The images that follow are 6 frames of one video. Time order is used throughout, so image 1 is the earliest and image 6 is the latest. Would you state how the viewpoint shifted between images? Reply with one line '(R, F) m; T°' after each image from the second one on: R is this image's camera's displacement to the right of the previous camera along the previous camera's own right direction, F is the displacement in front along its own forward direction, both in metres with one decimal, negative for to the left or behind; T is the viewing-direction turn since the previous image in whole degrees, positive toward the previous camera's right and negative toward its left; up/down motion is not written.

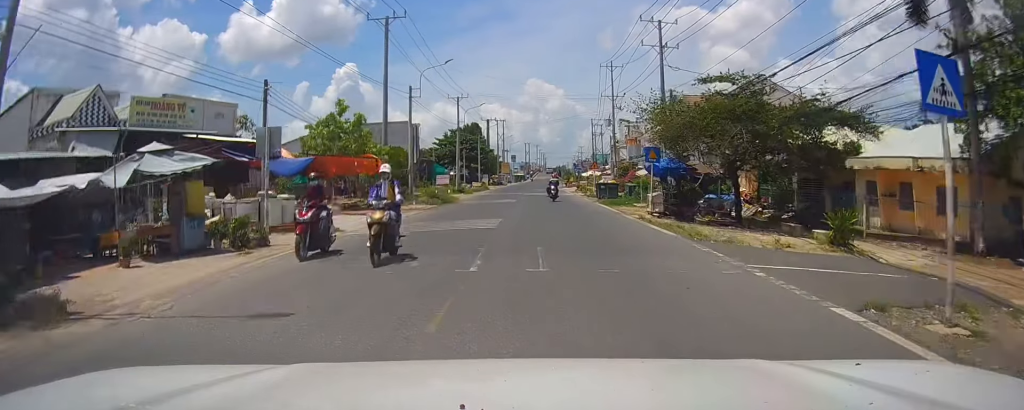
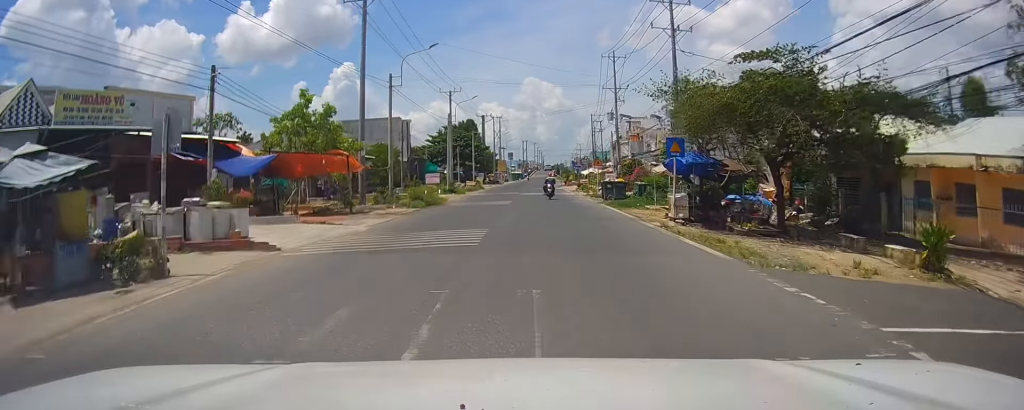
(-0.2, +5.2) m; 0°
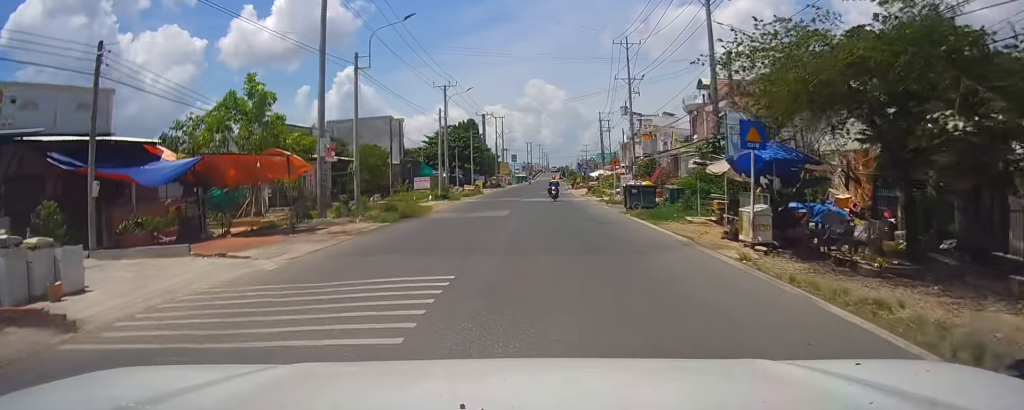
(-0.3, +7.8) m; 0°
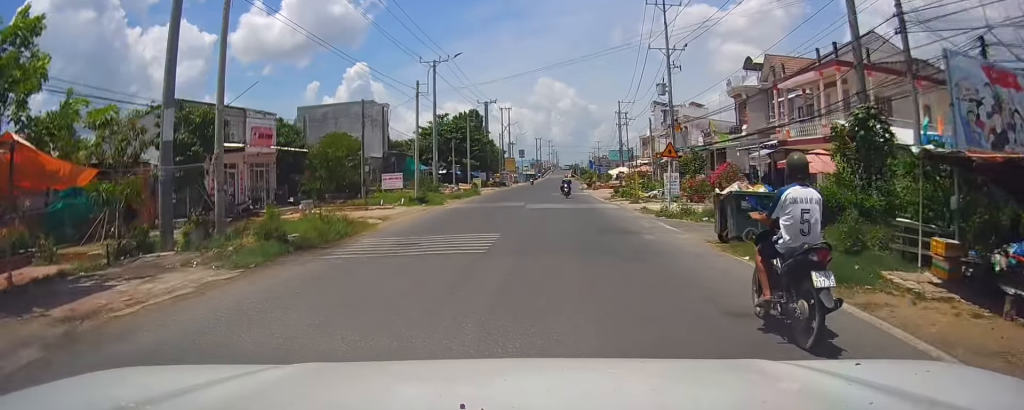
(+0.6, +13.4) m; +3°
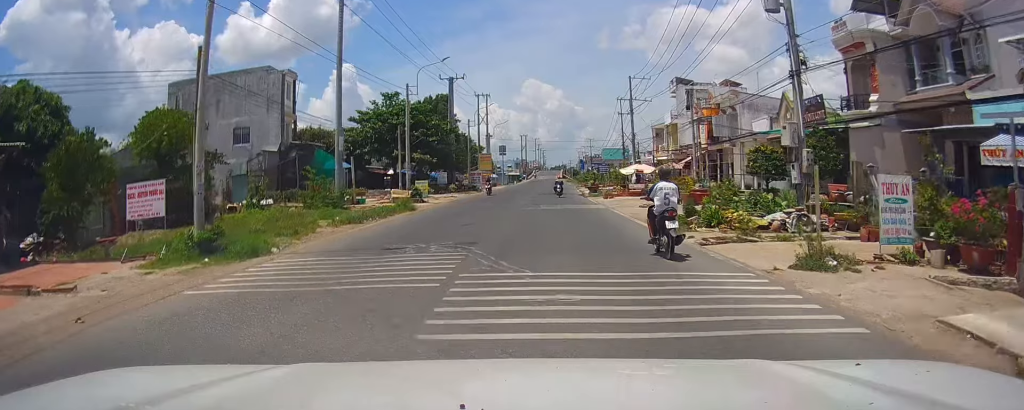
(+0.1, +23.8) m; -2°
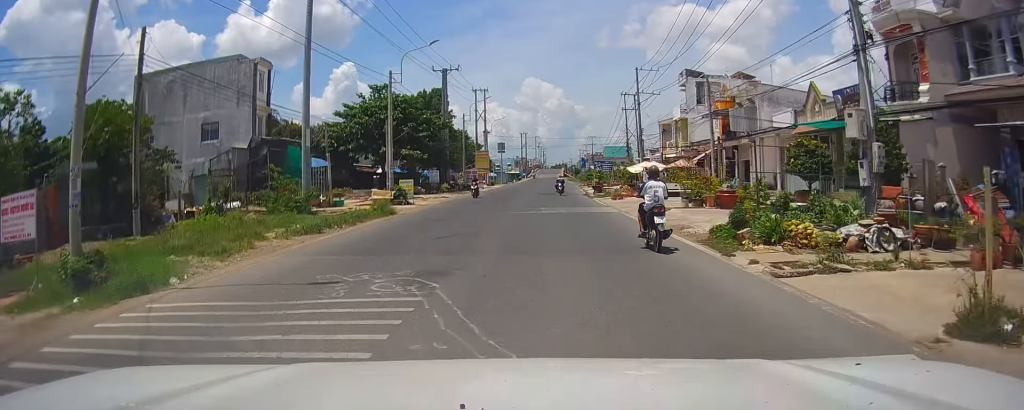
(+0.1, +4.9) m; -2°
